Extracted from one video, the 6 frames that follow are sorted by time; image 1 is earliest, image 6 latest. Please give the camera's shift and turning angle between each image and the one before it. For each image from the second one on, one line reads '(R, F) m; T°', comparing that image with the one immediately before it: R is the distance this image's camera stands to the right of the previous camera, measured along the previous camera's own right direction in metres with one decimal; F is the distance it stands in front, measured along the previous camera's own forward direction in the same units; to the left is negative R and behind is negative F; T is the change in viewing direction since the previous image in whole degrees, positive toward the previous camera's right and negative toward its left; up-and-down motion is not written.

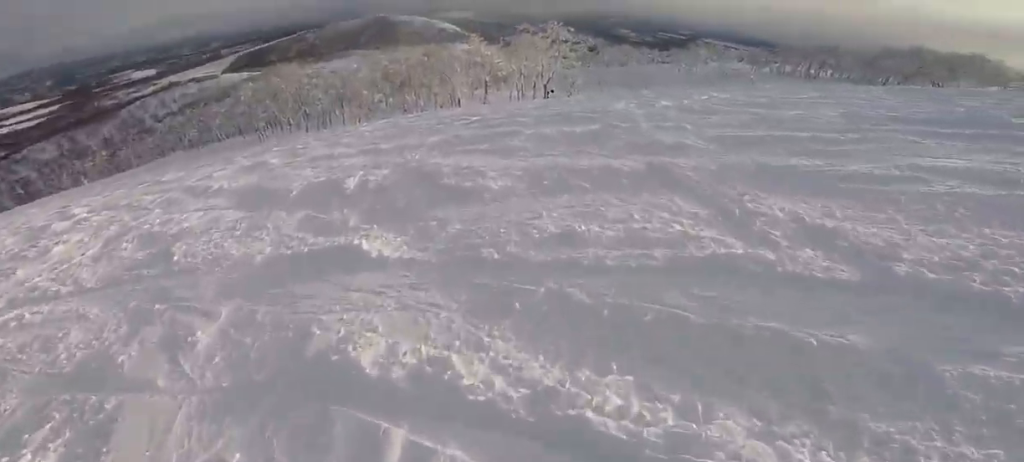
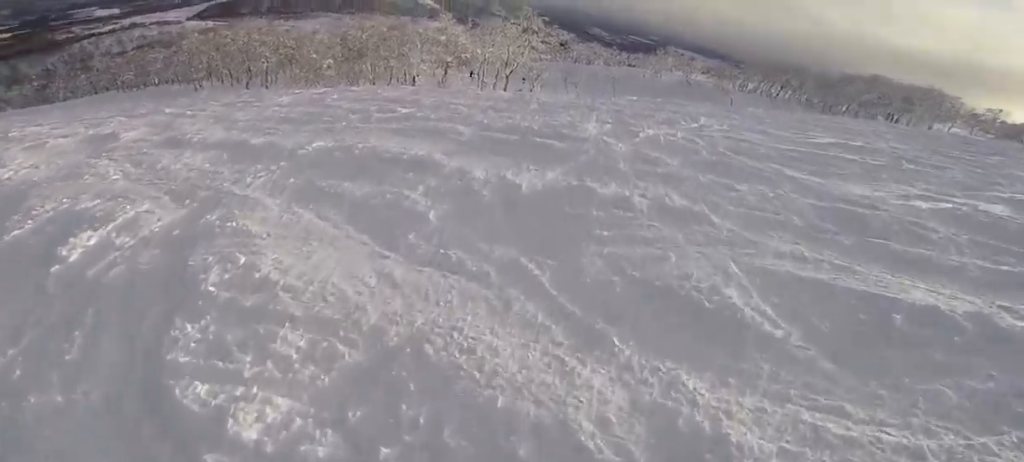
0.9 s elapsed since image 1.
(+0.5, +4.3) m; -23°
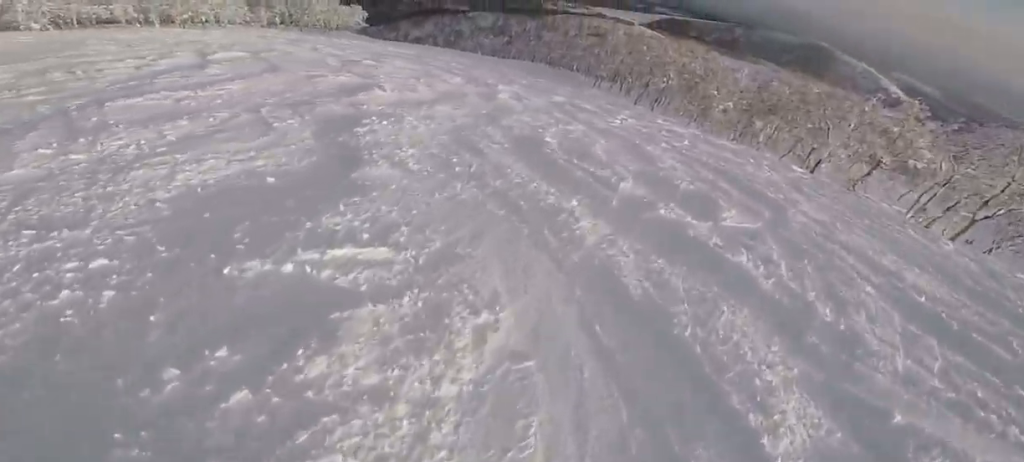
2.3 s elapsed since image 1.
(-3.8, +5.4) m; -46°
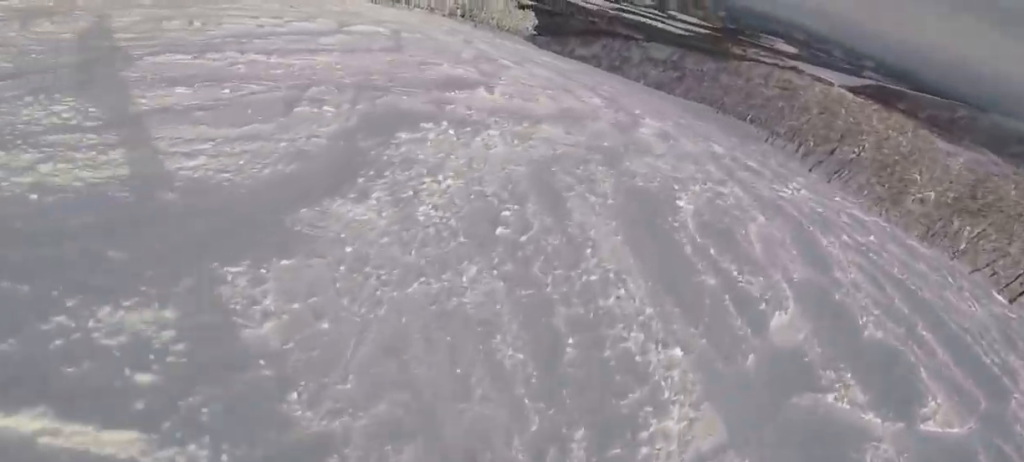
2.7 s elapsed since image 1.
(+0.1, +2.1) m; -7°
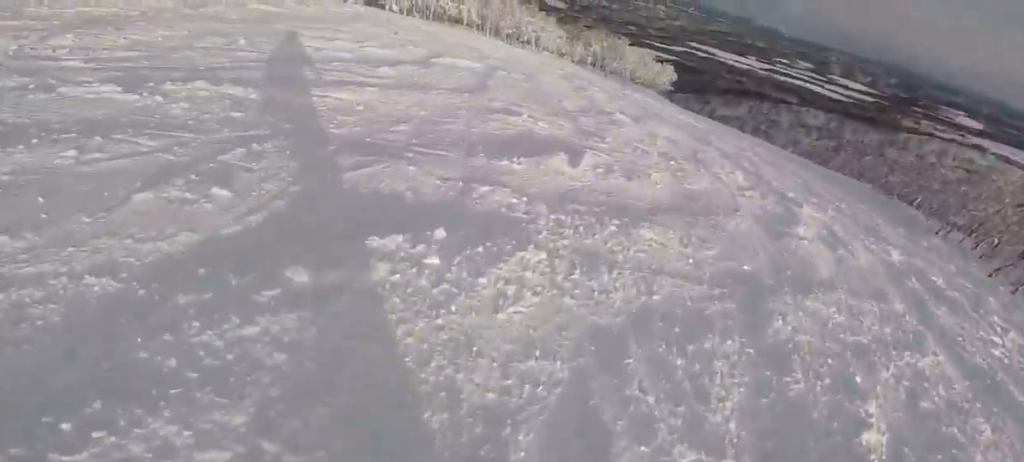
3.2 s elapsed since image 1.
(-0.2, +2.5) m; +2°
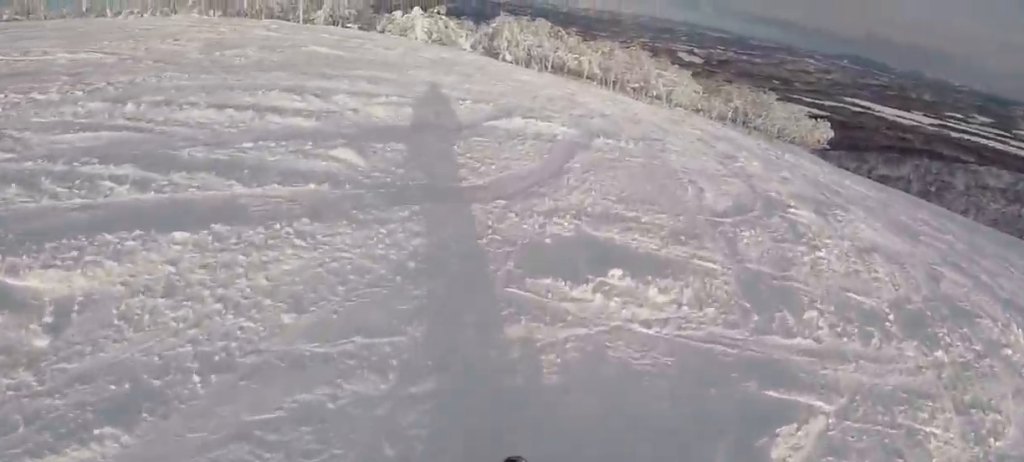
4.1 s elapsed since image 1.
(-0.7, +3.7) m; +19°
